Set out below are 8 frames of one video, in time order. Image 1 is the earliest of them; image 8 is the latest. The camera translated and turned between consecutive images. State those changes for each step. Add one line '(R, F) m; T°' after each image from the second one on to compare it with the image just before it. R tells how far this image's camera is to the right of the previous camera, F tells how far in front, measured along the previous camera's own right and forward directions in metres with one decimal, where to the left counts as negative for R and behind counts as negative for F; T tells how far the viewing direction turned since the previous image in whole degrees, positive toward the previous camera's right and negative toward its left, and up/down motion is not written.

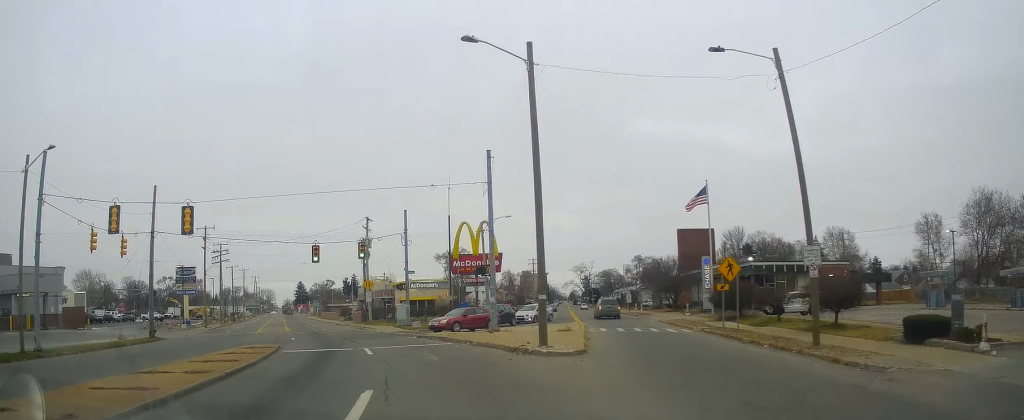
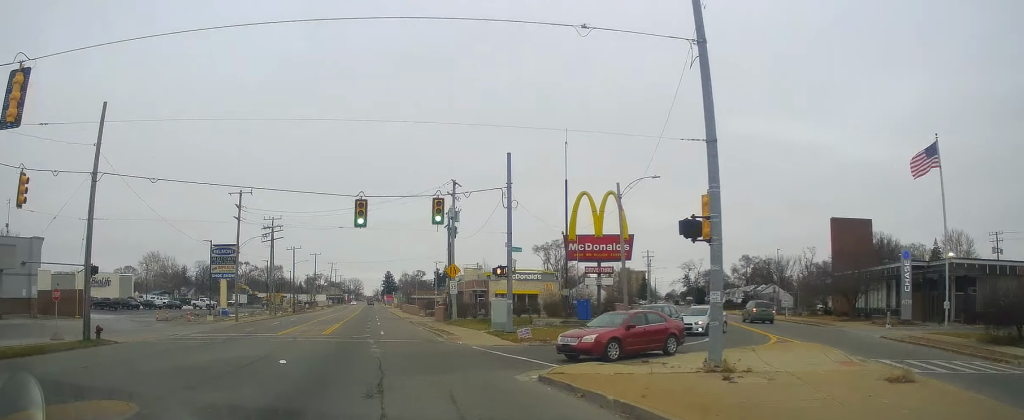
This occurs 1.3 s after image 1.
(-1.8, +16.5) m; -8°
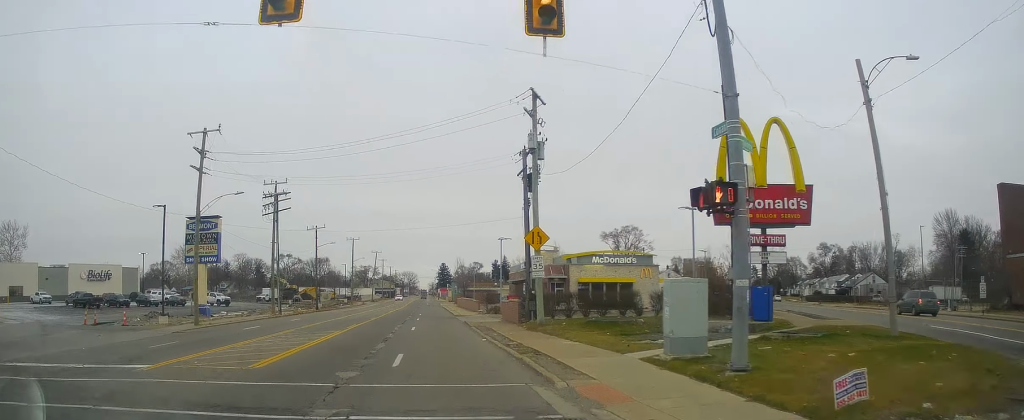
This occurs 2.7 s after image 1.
(+0.1, +20.1) m; -6°
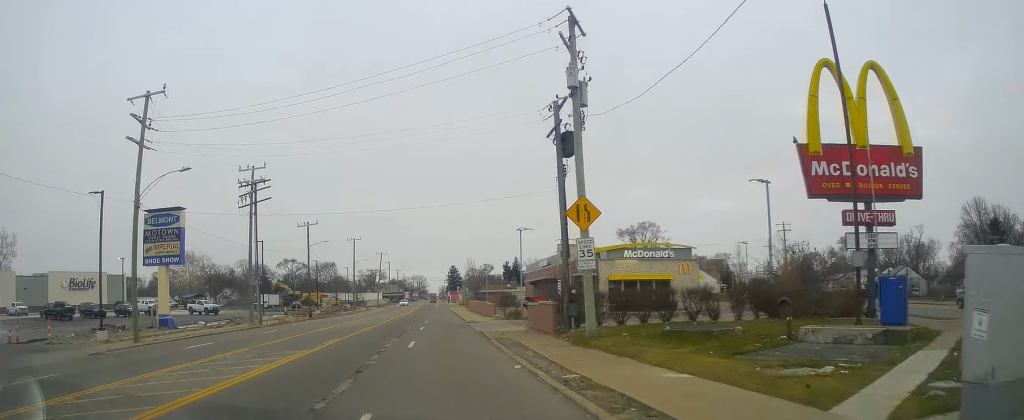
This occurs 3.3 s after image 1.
(-1.1, +8.8) m; -3°
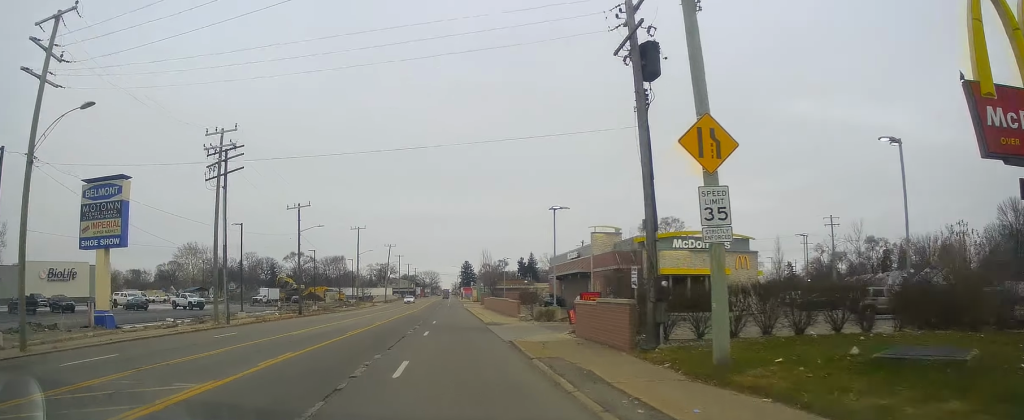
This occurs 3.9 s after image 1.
(-0.5, +9.5) m; -2°
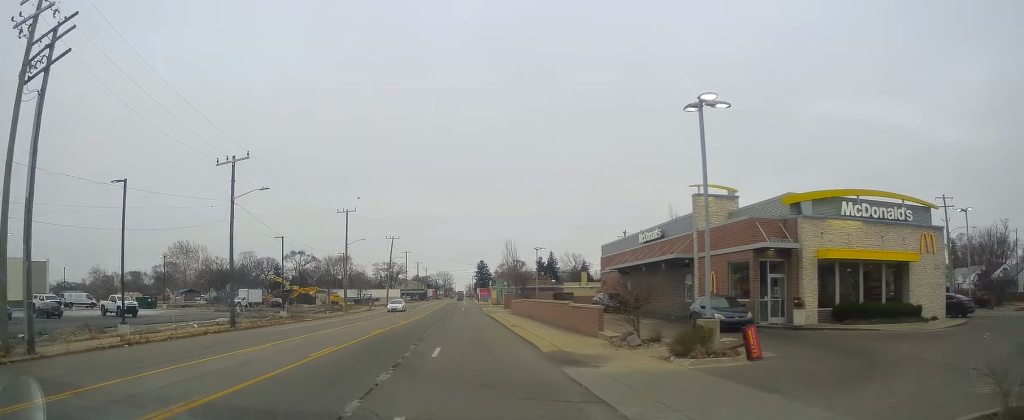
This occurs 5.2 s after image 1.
(+0.1, +20.7) m; -1°
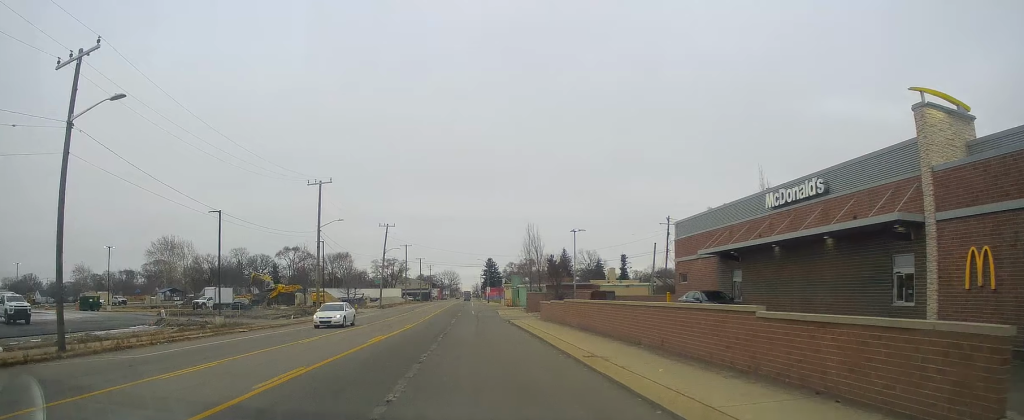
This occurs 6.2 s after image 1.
(-0.3, +18.0) m; -3°
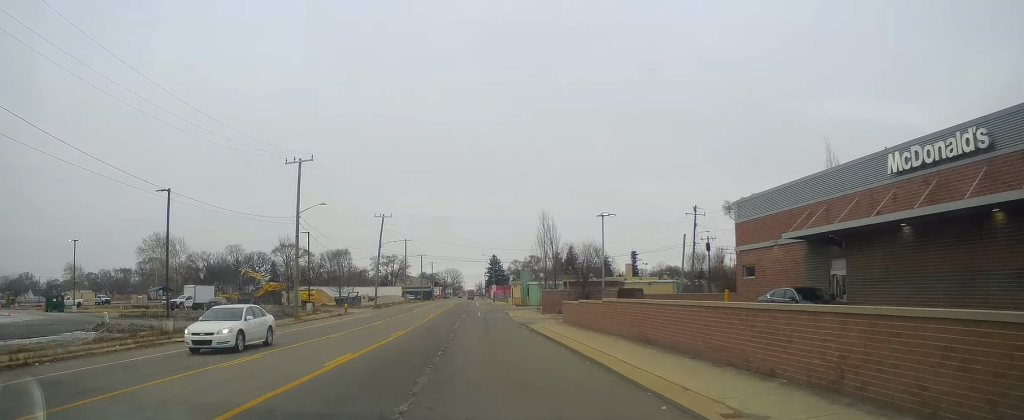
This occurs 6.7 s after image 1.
(+0.2, +8.5) m; -2°
